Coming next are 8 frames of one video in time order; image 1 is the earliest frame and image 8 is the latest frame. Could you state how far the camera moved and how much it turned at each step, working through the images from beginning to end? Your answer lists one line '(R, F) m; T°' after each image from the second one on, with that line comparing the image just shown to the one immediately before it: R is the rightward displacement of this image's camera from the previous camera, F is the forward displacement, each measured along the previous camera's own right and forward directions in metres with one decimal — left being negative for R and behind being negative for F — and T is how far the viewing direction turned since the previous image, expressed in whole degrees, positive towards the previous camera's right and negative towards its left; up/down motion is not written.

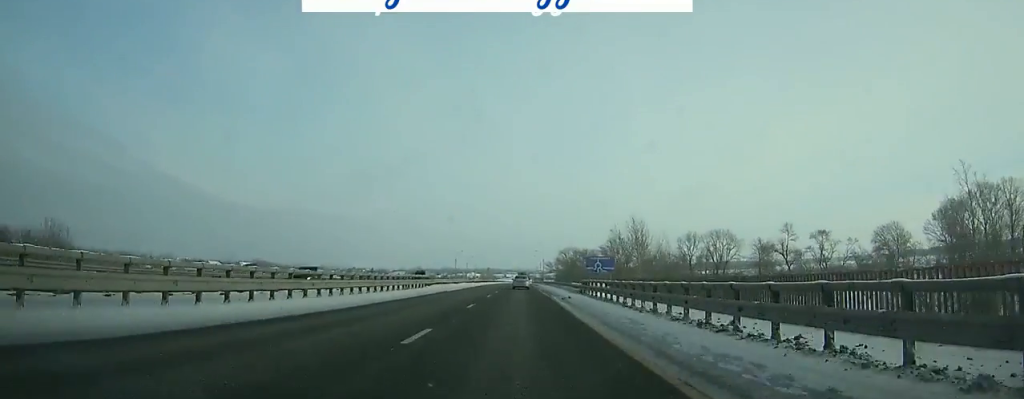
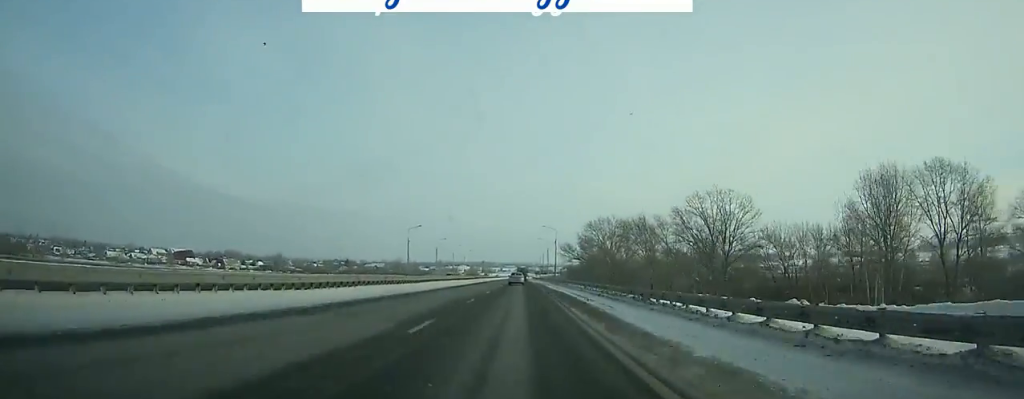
(+0.3, +80.2) m; 0°
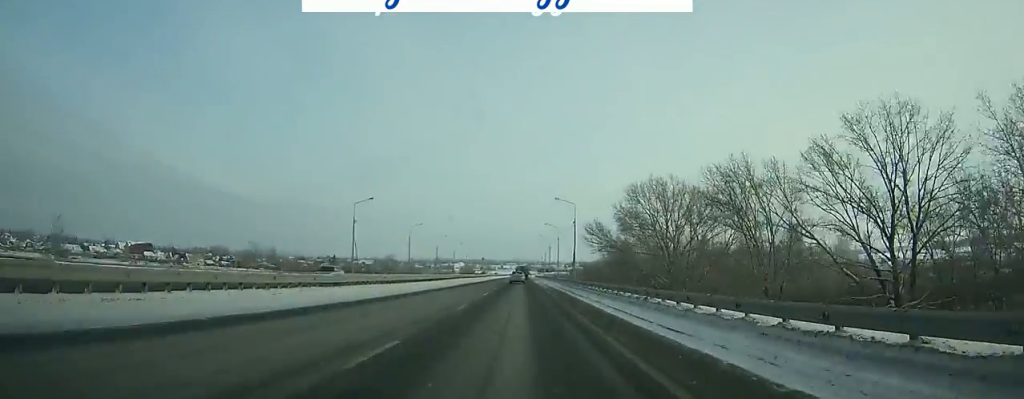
(0.0, +37.7) m; 0°
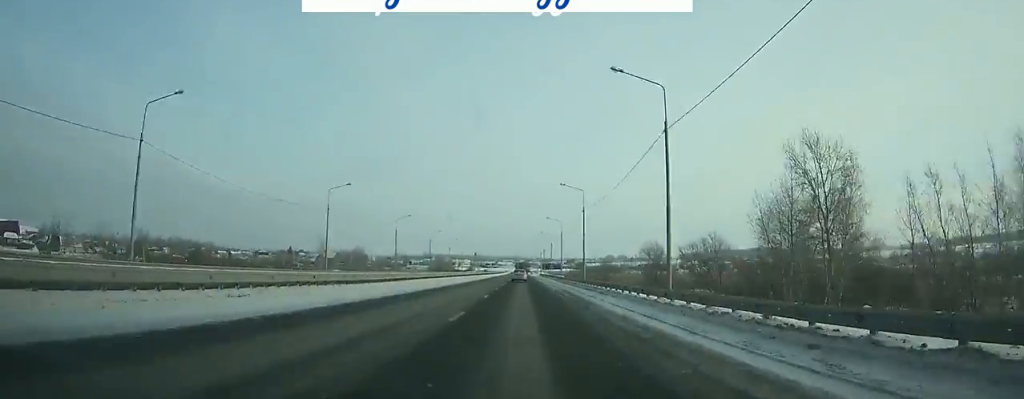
(0.0, +81.4) m; 0°
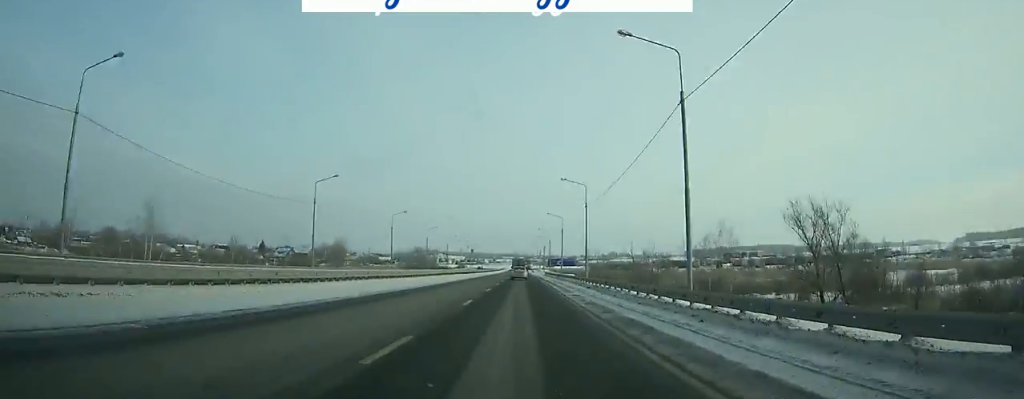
(+0.1, +41.5) m; 0°
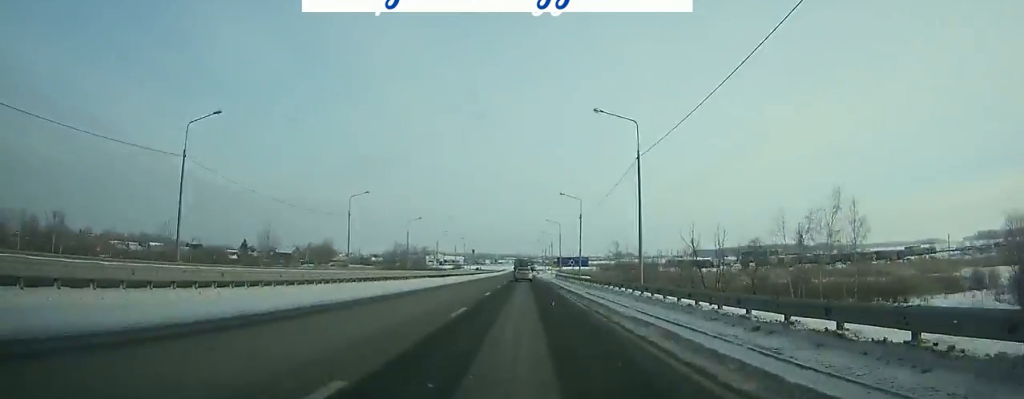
(0.0, +27.9) m; 0°
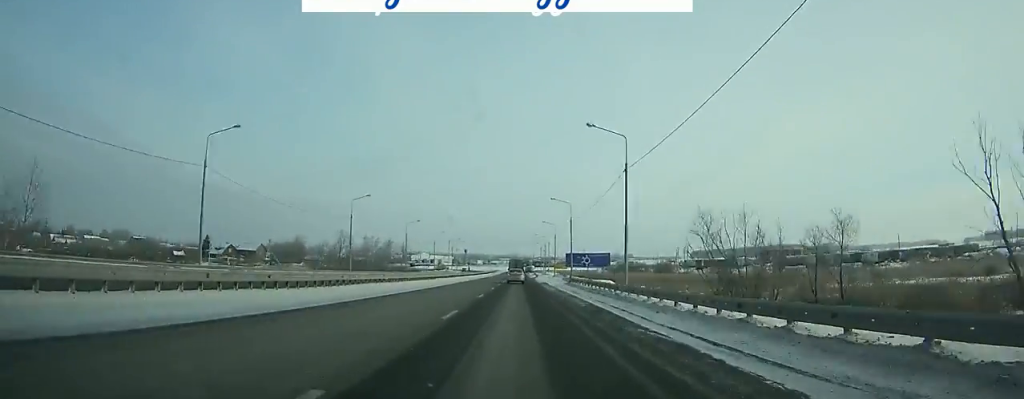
(-0.1, +37.9) m; 0°
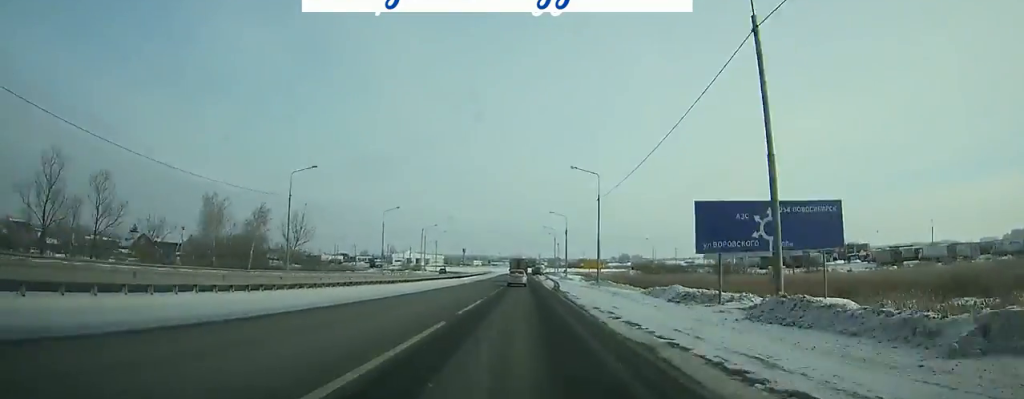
(-0.1, +65.2) m; 0°
